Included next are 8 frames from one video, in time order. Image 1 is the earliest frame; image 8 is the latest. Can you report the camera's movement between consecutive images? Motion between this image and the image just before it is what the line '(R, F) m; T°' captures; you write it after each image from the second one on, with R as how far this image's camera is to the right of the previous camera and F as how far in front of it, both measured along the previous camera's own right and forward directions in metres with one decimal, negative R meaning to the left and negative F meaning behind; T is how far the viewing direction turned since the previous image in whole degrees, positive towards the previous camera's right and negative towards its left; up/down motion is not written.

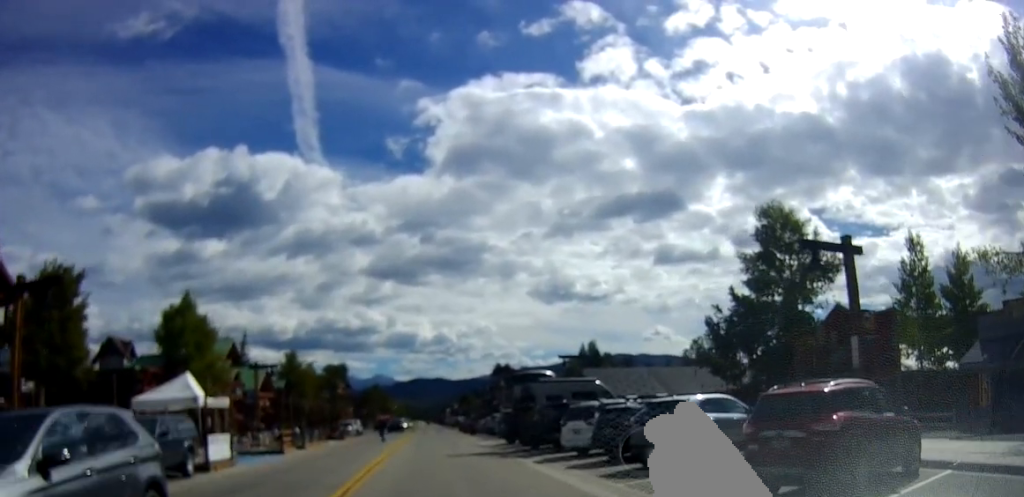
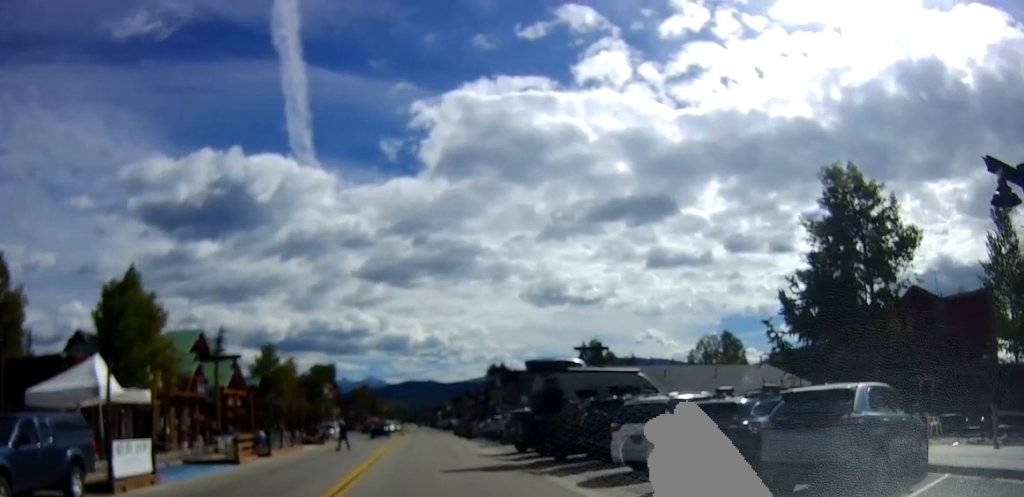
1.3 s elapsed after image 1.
(+0.6, +6.6) m; +1°
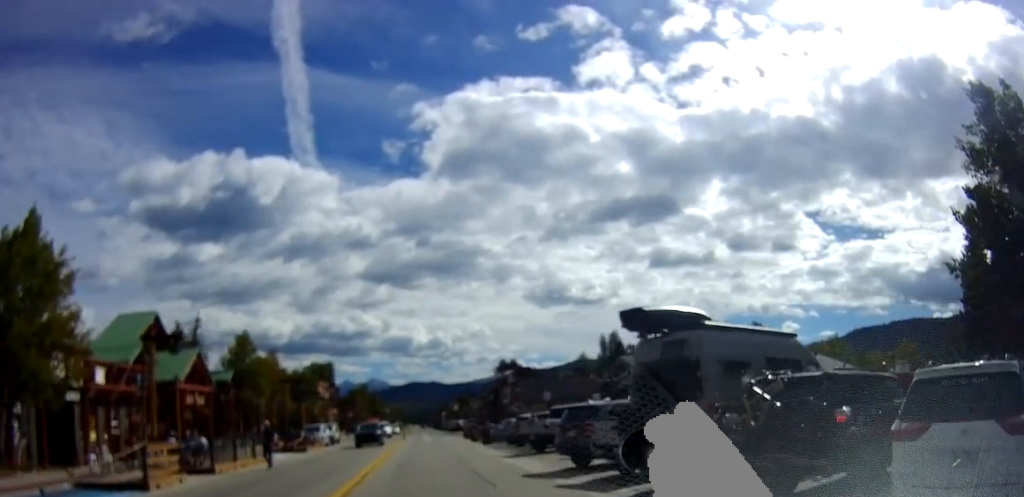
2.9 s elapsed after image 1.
(-0.7, +9.0) m; -1°
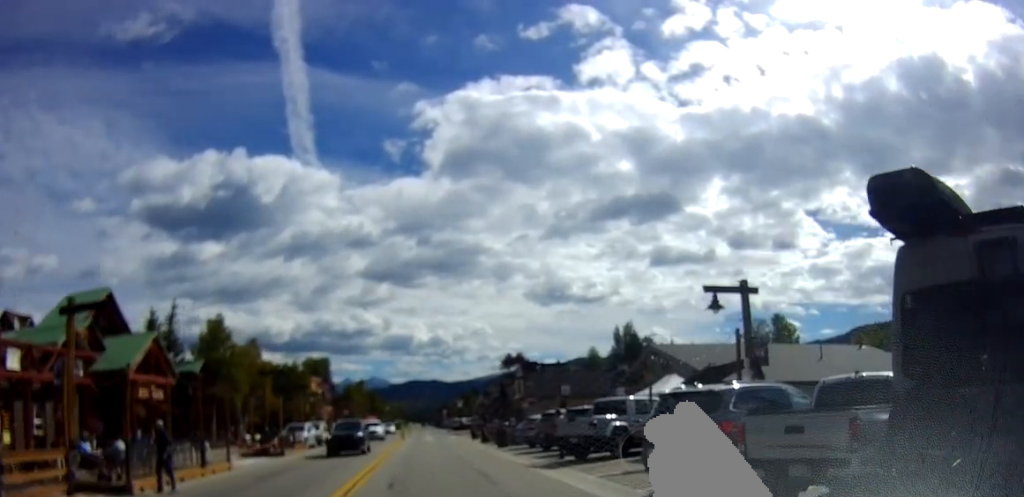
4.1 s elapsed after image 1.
(+0.4, +6.4) m; +2°
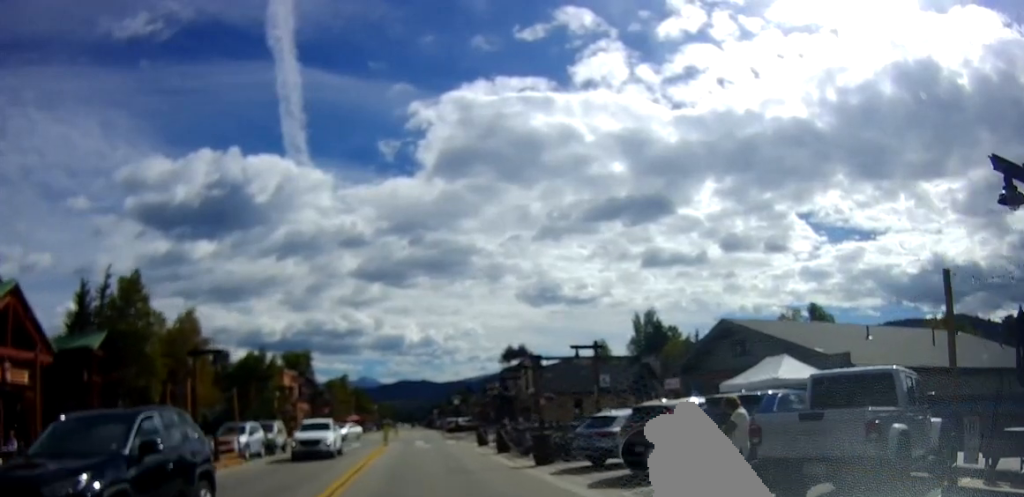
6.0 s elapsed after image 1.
(-0.4, +11.8) m; -2°
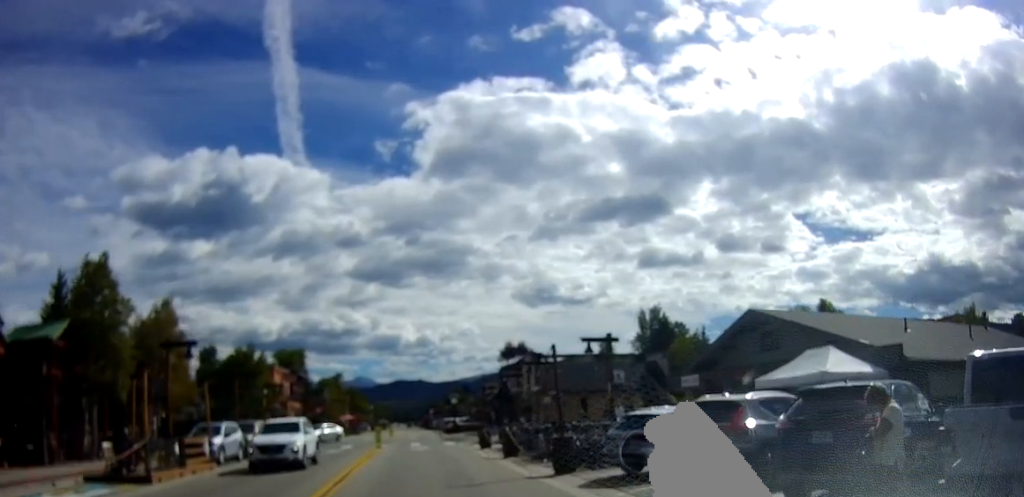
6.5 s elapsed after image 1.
(0.0, +3.1) m; +1°
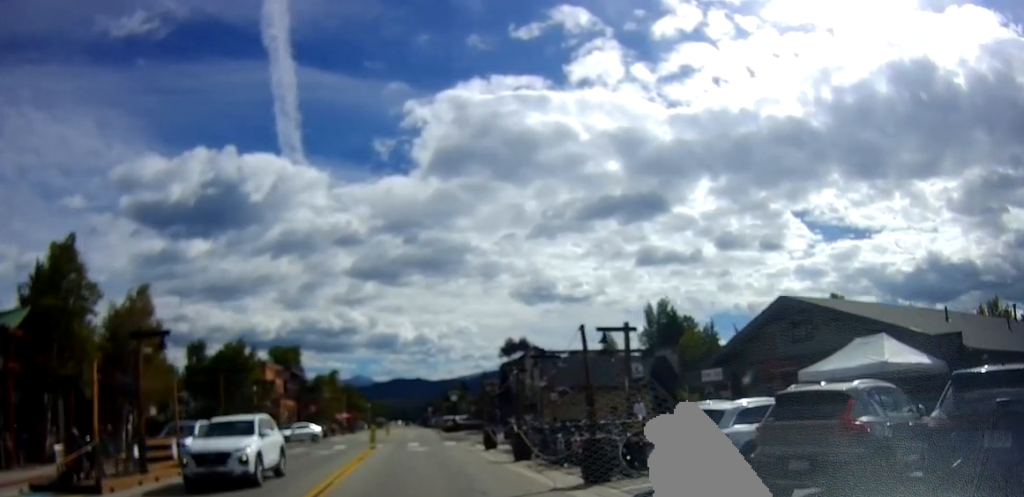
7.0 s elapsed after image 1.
(0.0, +3.1) m; 0°
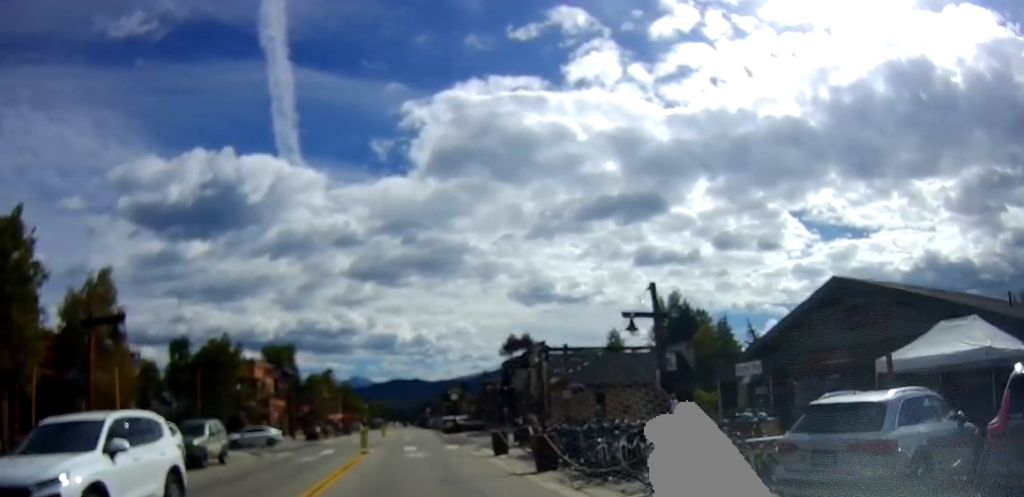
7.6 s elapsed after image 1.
(0.0, +4.1) m; 0°
